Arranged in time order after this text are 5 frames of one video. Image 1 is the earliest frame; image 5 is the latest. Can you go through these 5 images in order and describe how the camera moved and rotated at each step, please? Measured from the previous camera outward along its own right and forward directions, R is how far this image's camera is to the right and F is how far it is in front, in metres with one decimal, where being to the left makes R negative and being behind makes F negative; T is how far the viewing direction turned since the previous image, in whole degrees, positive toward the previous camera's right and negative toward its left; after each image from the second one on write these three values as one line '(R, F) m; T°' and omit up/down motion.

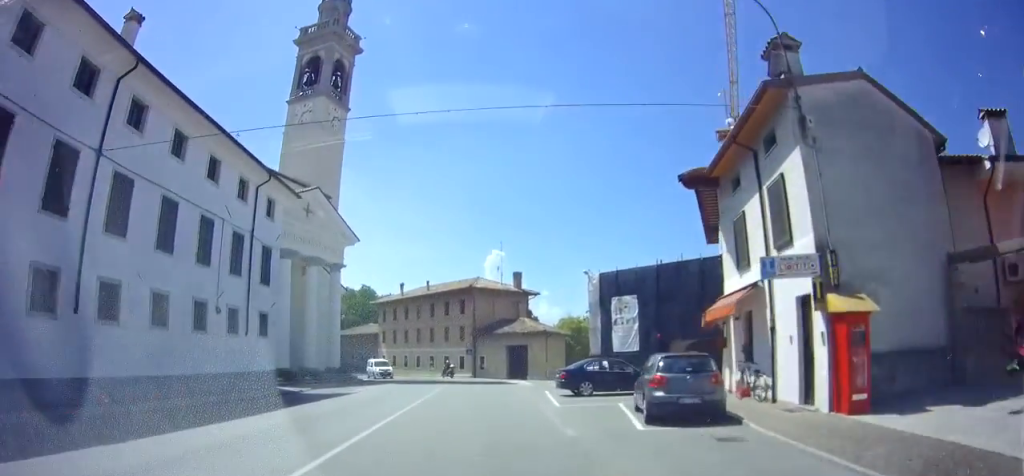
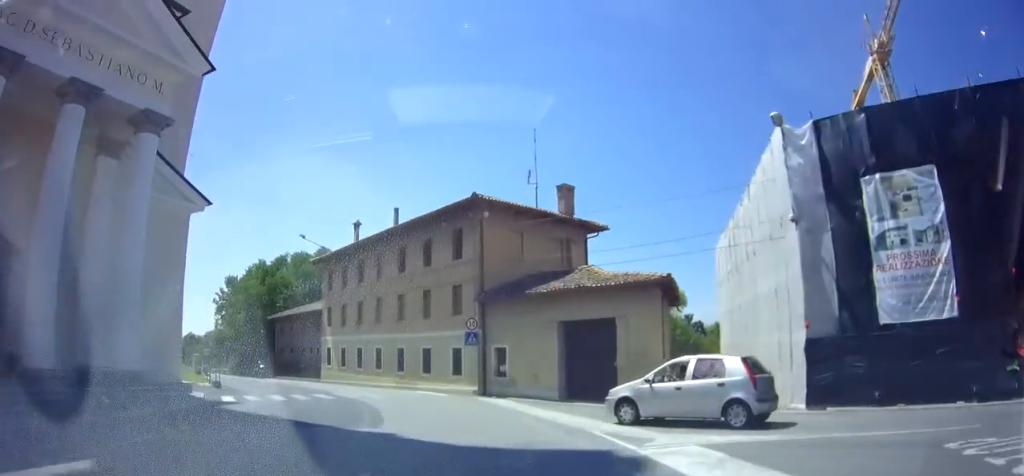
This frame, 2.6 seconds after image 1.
(+0.5, +28.5) m; -14°
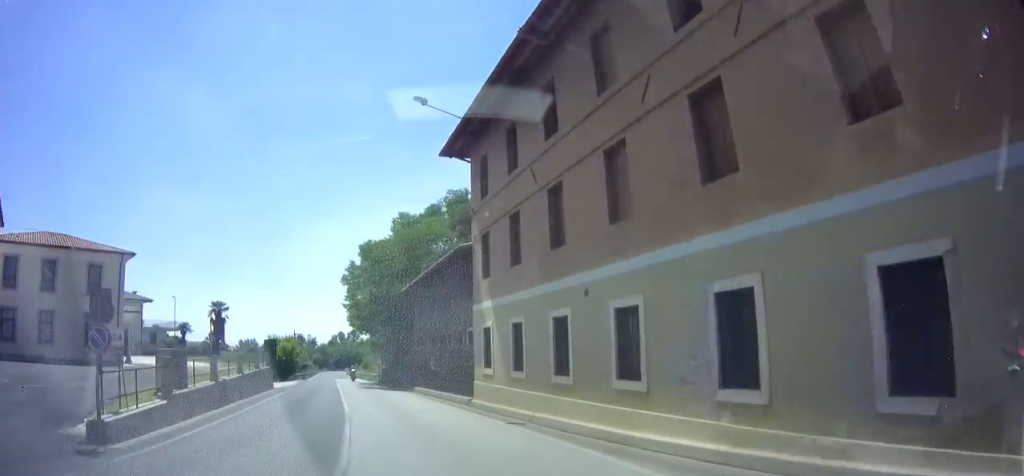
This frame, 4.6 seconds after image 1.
(-7.3, +23.6) m; -25°
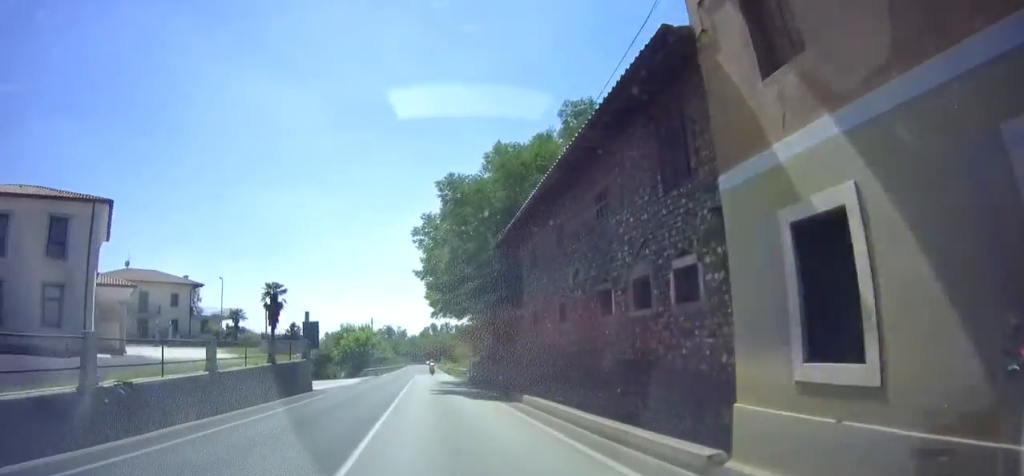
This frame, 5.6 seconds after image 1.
(-0.6, +13.6) m; -2°
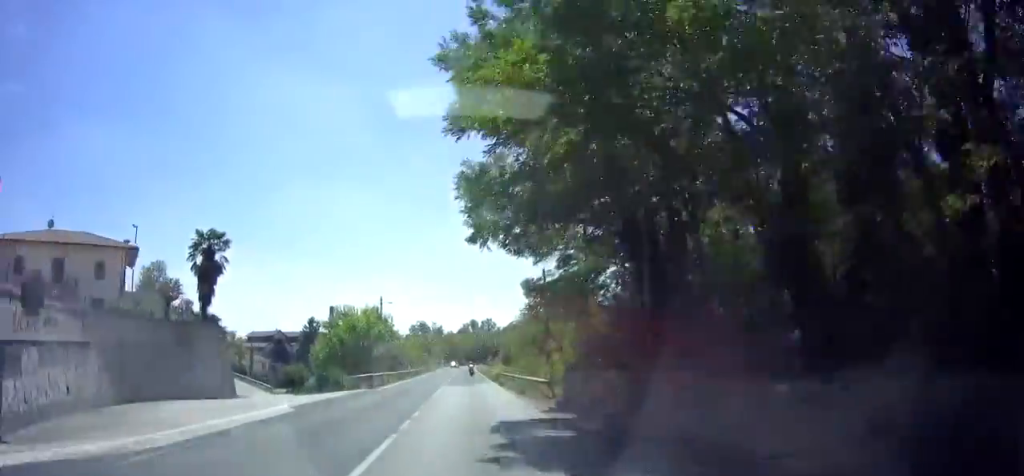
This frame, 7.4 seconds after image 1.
(+0.2, +26.3) m; 0°
